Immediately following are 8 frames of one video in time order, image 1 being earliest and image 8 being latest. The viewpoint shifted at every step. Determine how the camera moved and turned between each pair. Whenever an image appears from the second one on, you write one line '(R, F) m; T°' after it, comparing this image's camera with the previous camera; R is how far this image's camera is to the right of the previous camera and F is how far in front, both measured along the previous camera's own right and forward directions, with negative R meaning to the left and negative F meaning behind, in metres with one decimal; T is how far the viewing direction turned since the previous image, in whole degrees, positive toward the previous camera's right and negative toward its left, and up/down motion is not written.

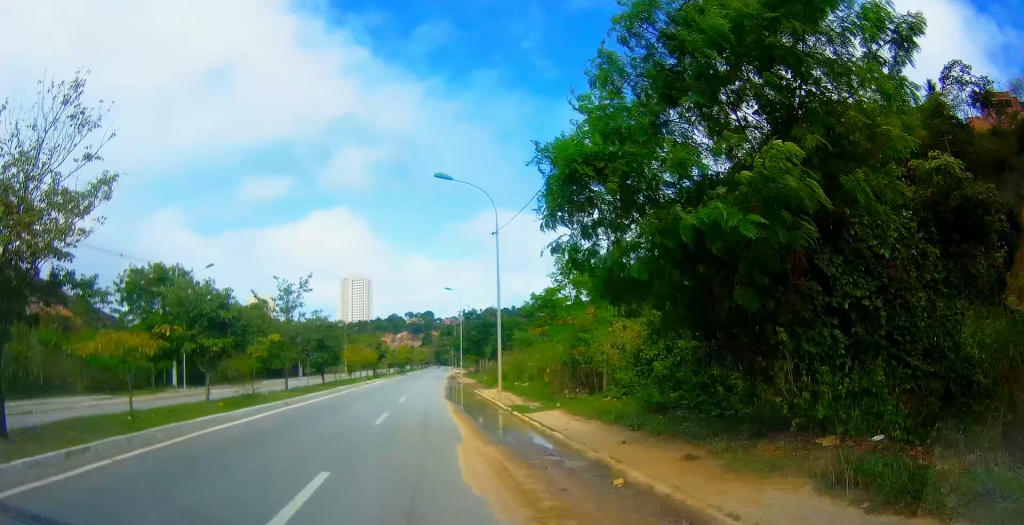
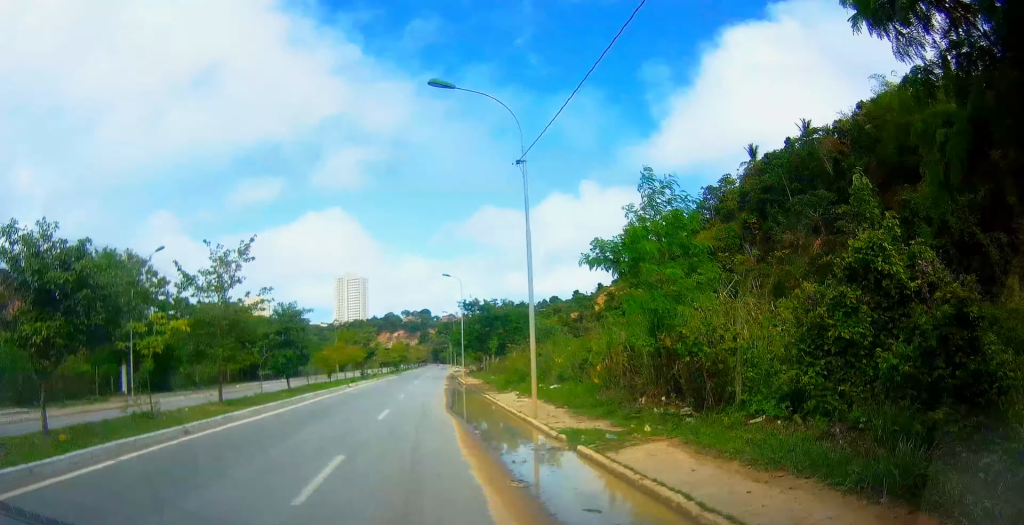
(0.0, +8.0) m; -3°
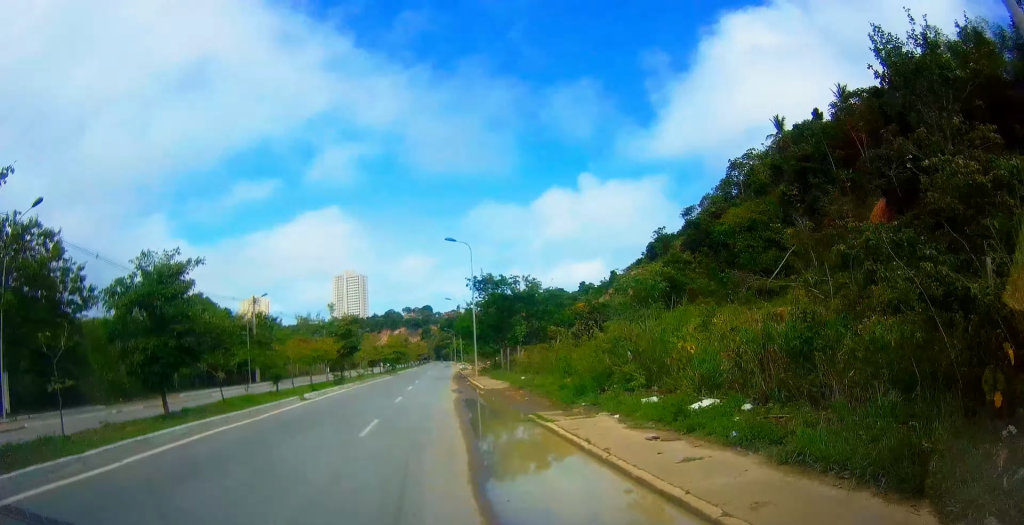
(-0.1, +13.0) m; 0°
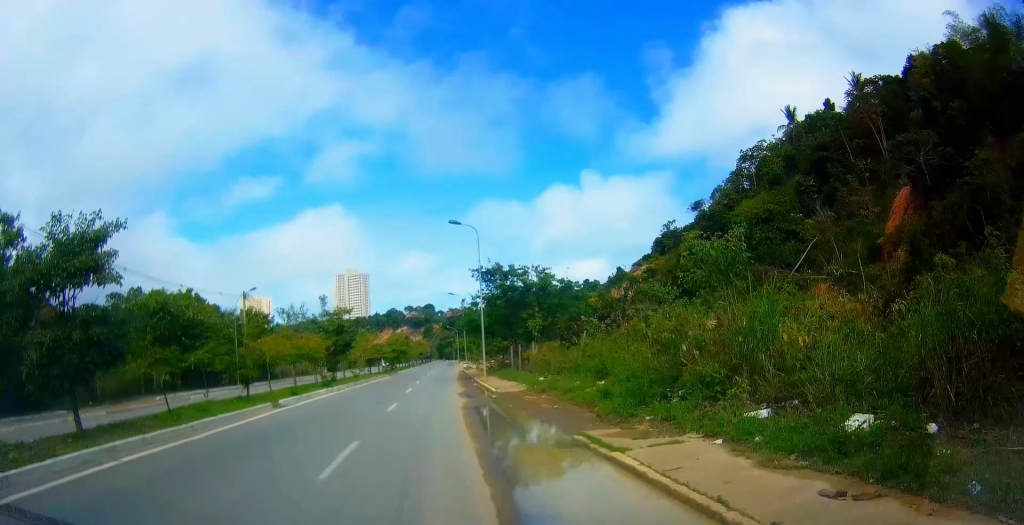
(+0.2, +4.1) m; 0°
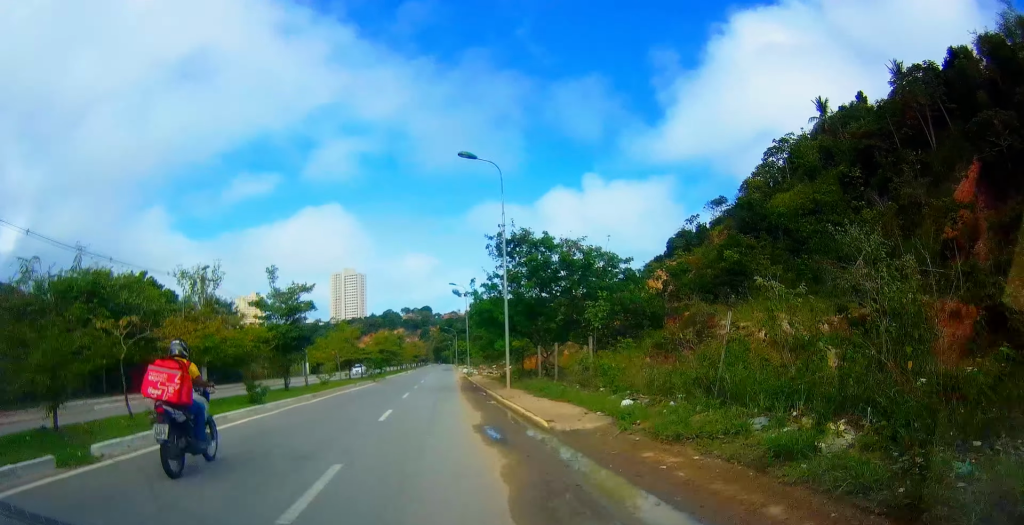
(-0.3, +11.3) m; +1°
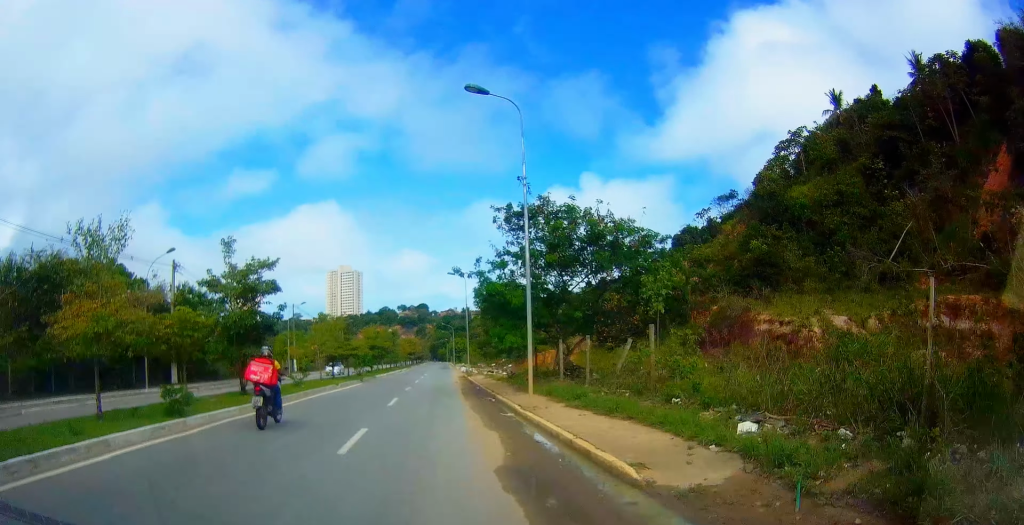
(+0.2, +5.5) m; +2°
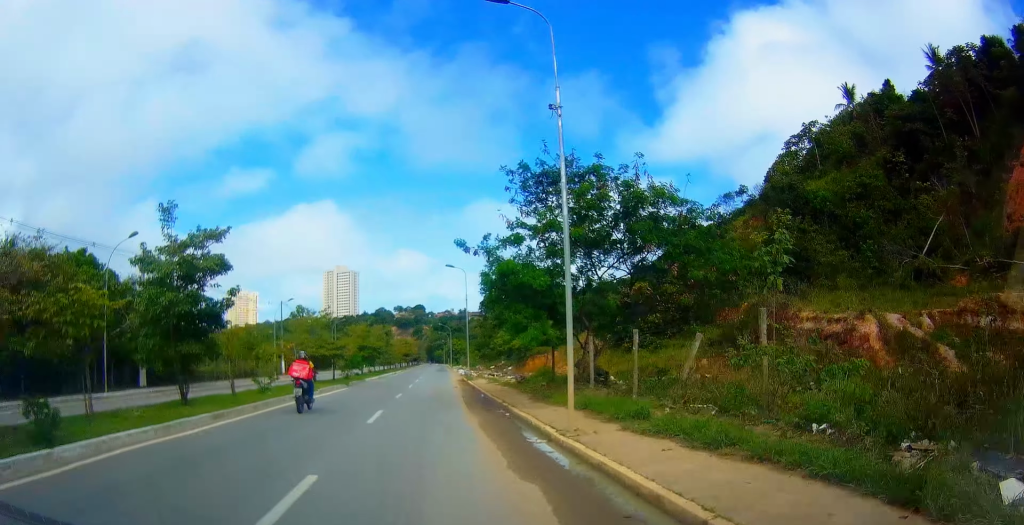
(0.0, +4.7) m; +1°
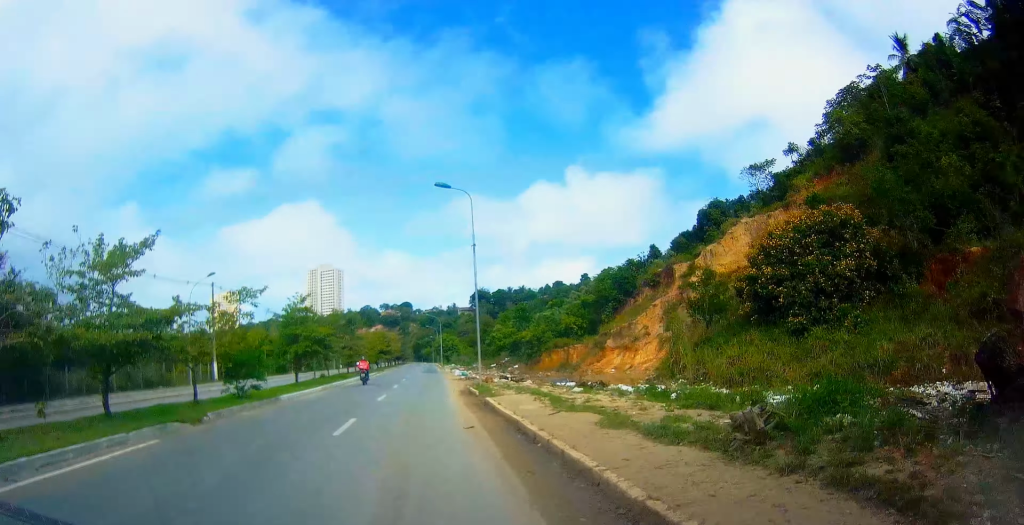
(0.0, +20.3) m; 0°
